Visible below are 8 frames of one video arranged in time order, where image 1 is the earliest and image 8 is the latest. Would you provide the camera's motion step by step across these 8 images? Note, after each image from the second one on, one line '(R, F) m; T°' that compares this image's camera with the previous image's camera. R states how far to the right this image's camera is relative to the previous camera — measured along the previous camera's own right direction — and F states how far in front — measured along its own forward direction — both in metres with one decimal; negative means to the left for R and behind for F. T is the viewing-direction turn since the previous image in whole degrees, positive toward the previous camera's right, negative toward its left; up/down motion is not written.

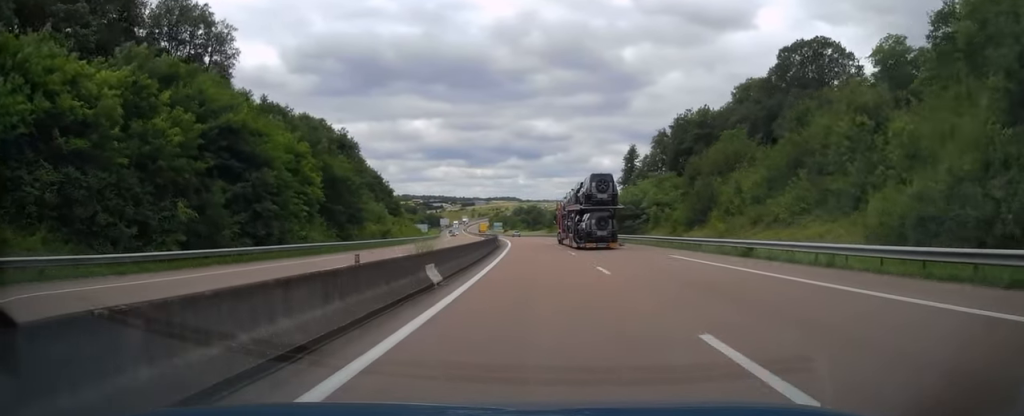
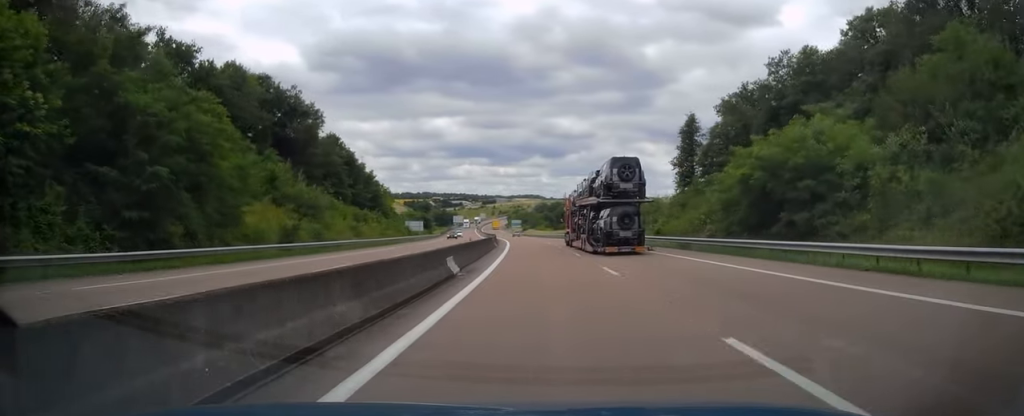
(-0.6, +39.2) m; -1°
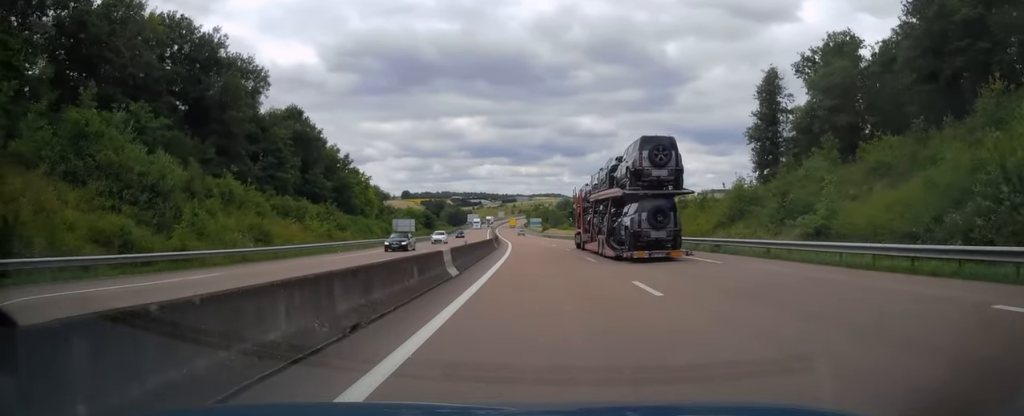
(-0.3, +31.2) m; -2°
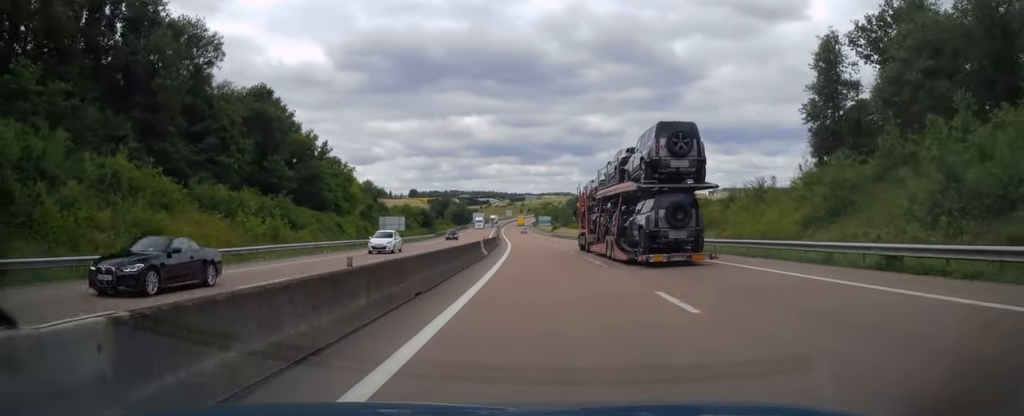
(0.0, +15.3) m; -1°
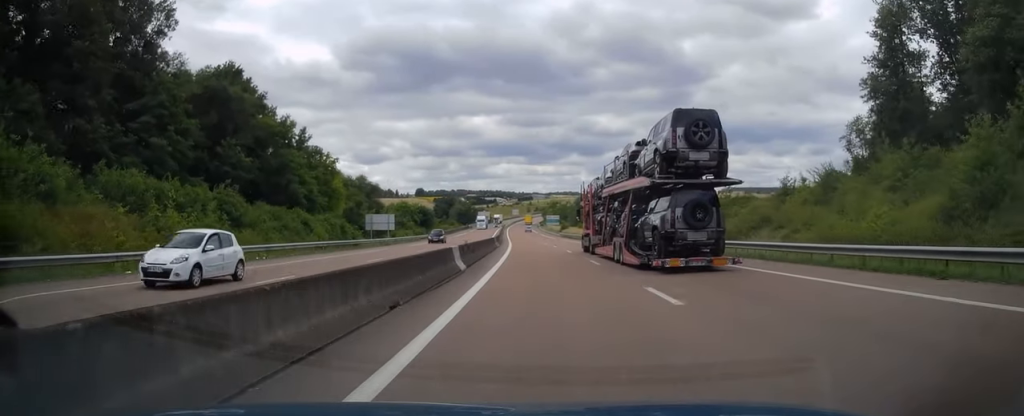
(-0.2, +11.8) m; -1°
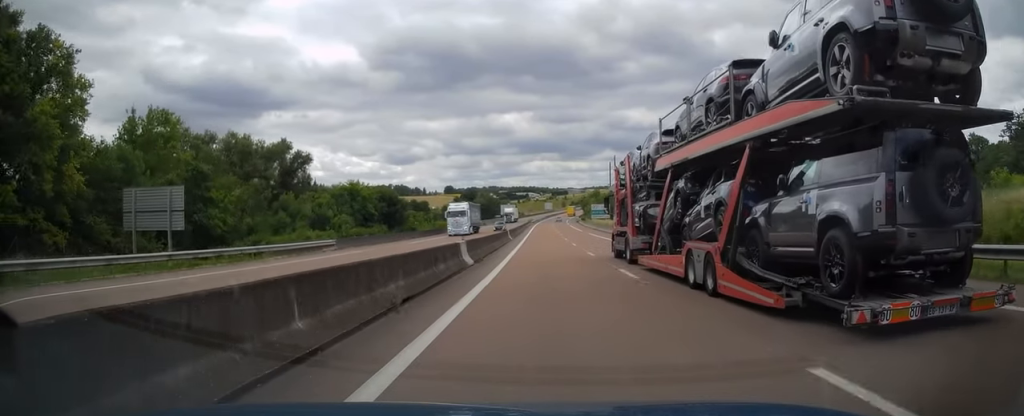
(-1.5, +59.1) m; -3°
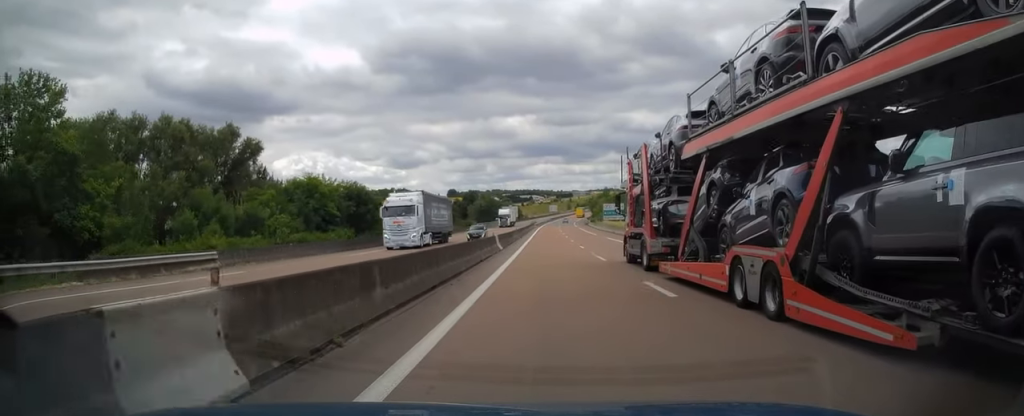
(-0.1, +16.8) m; -1°
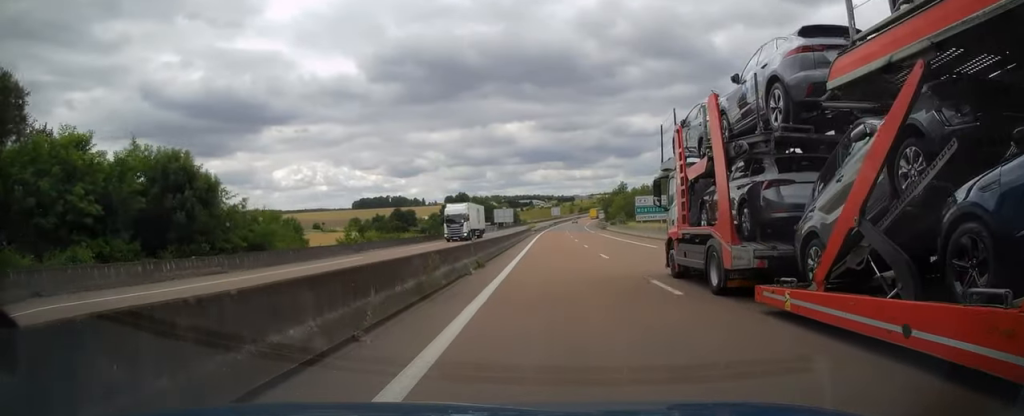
(-0.3, +38.5) m; 0°
